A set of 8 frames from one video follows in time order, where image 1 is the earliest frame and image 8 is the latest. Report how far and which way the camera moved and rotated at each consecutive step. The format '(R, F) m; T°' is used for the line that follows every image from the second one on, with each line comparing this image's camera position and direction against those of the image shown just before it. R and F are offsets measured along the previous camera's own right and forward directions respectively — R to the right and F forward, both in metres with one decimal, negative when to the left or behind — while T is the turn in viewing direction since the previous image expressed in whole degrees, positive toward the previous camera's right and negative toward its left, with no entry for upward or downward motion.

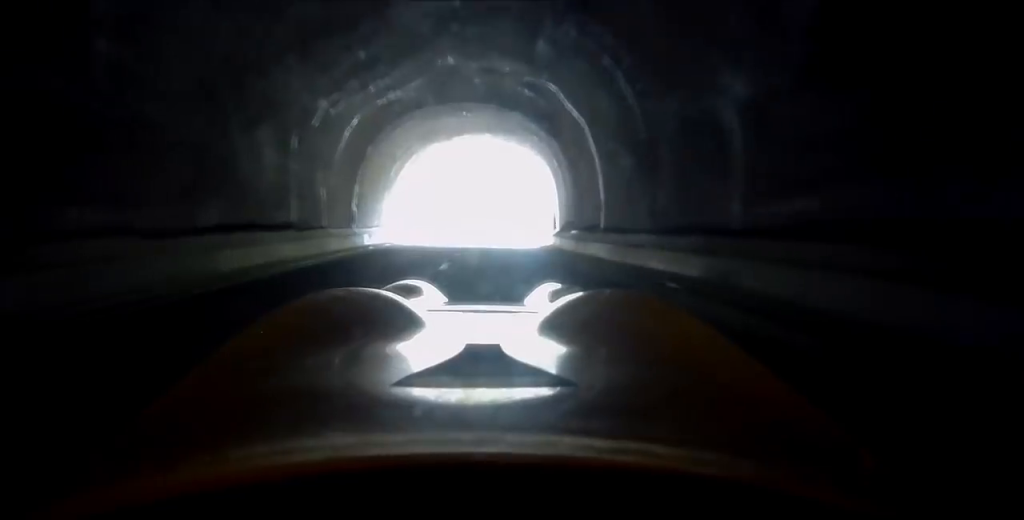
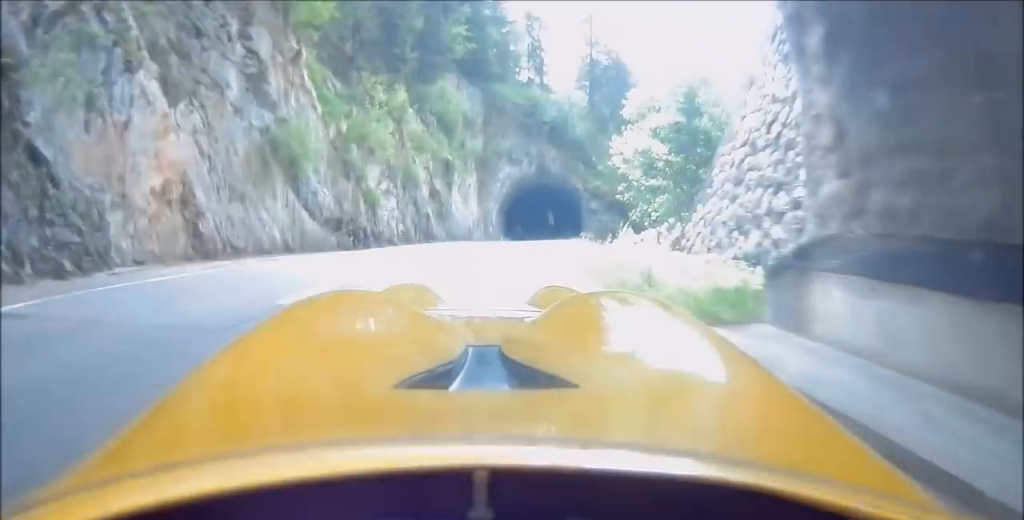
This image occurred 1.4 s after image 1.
(+2.1, +28.5) m; +14°
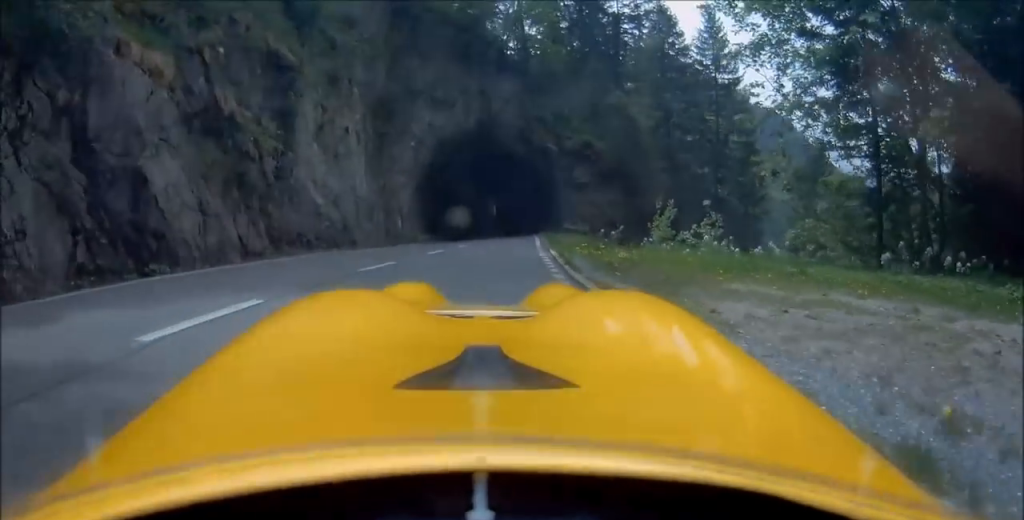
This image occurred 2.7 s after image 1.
(+4.8, +25.5) m; +12°
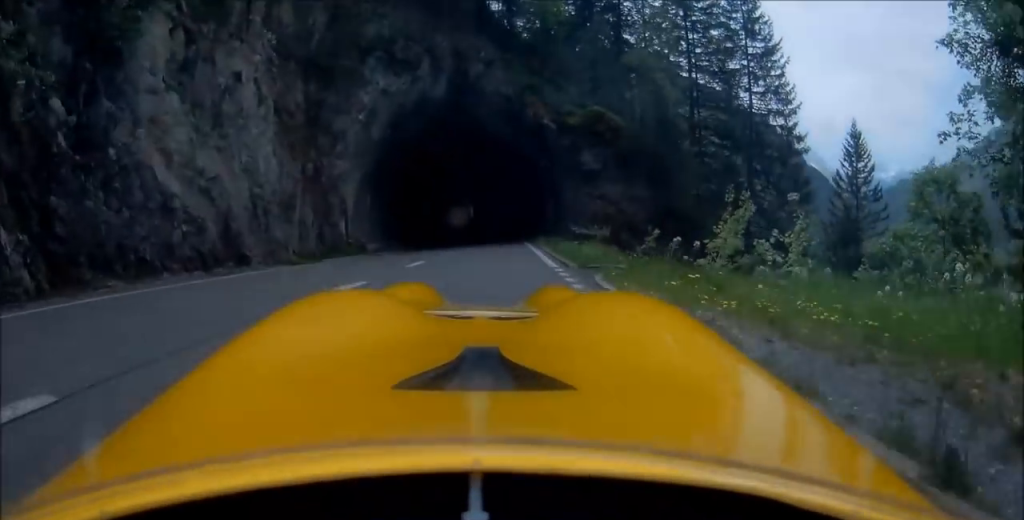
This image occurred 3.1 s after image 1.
(+0.5, +9.9) m; 0°
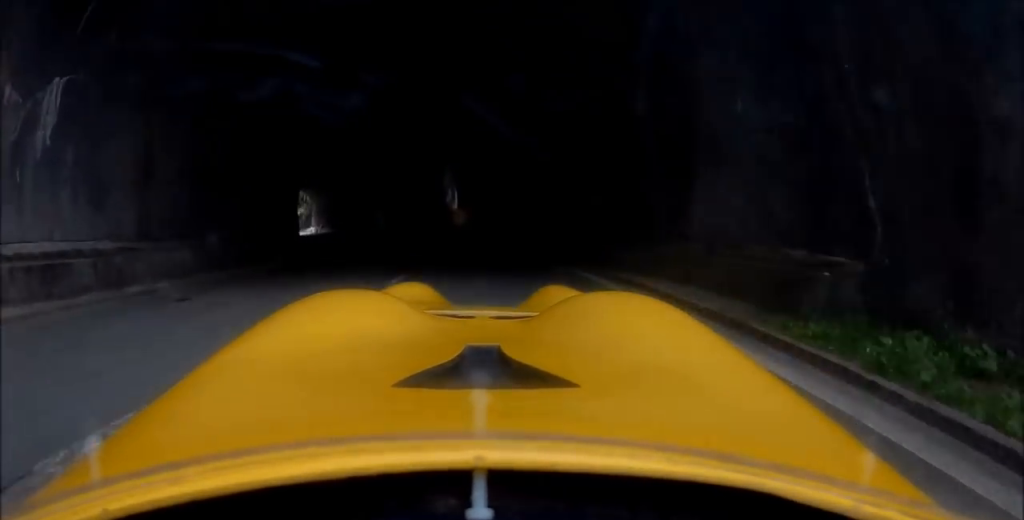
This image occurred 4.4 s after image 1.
(-3.0, +26.1) m; -8°
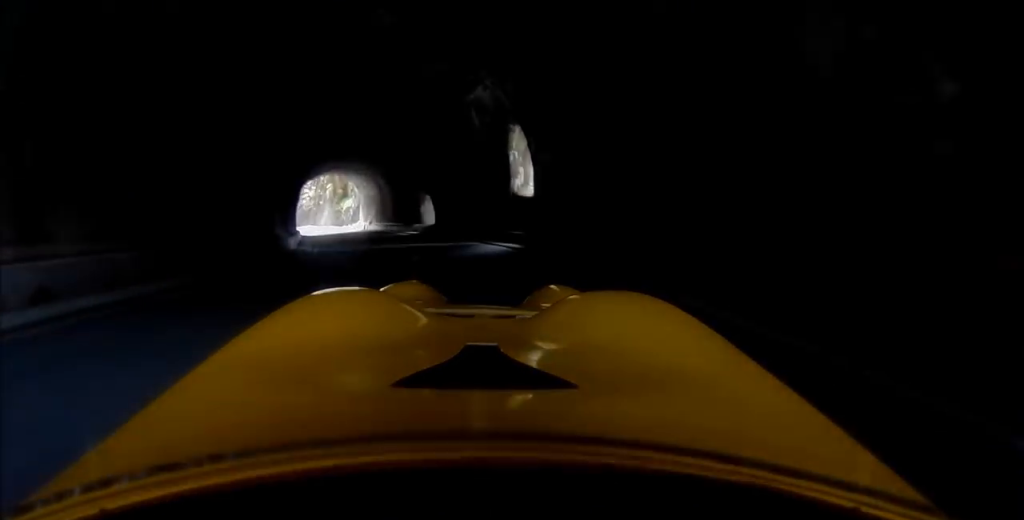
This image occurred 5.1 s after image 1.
(-0.3, +14.7) m; -1°
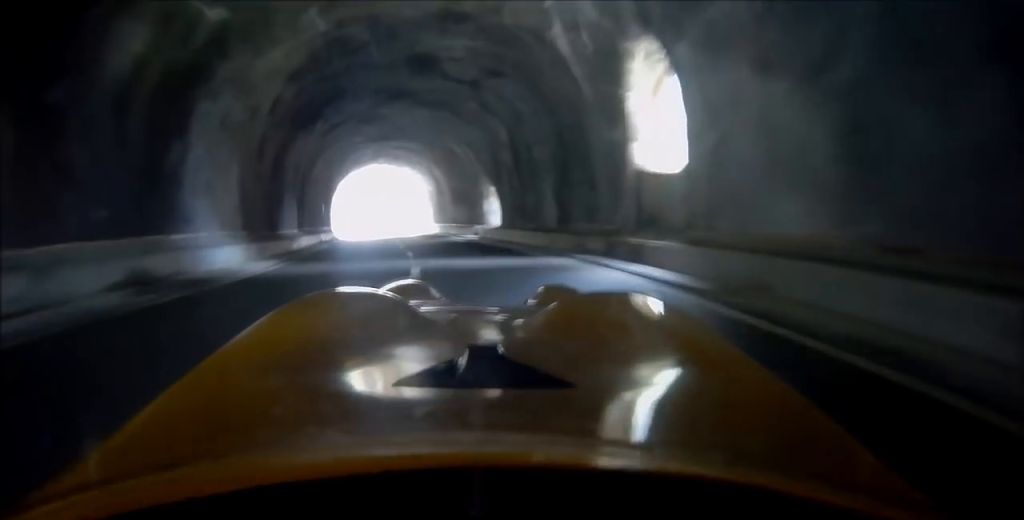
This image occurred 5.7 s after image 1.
(-0.1, +13.4) m; 0°
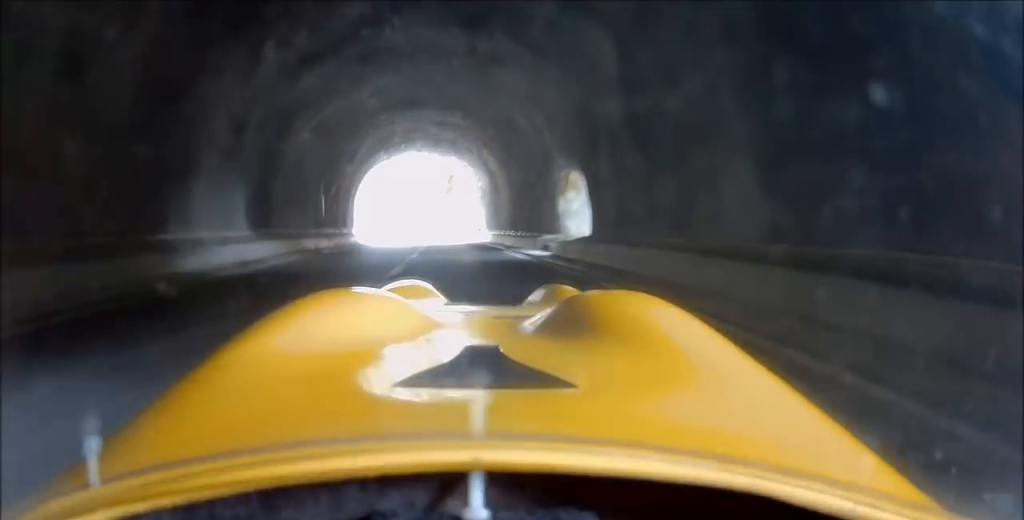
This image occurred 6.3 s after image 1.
(0.0, +12.8) m; 0°
